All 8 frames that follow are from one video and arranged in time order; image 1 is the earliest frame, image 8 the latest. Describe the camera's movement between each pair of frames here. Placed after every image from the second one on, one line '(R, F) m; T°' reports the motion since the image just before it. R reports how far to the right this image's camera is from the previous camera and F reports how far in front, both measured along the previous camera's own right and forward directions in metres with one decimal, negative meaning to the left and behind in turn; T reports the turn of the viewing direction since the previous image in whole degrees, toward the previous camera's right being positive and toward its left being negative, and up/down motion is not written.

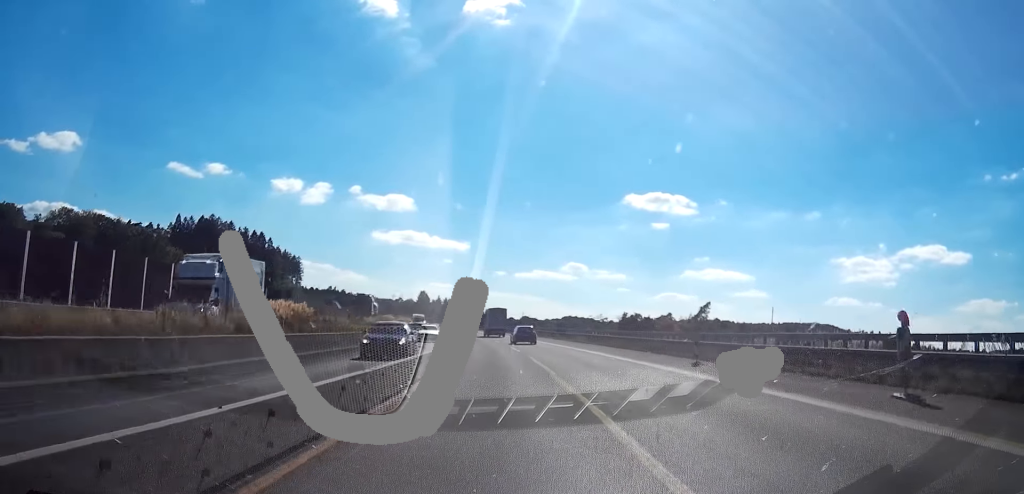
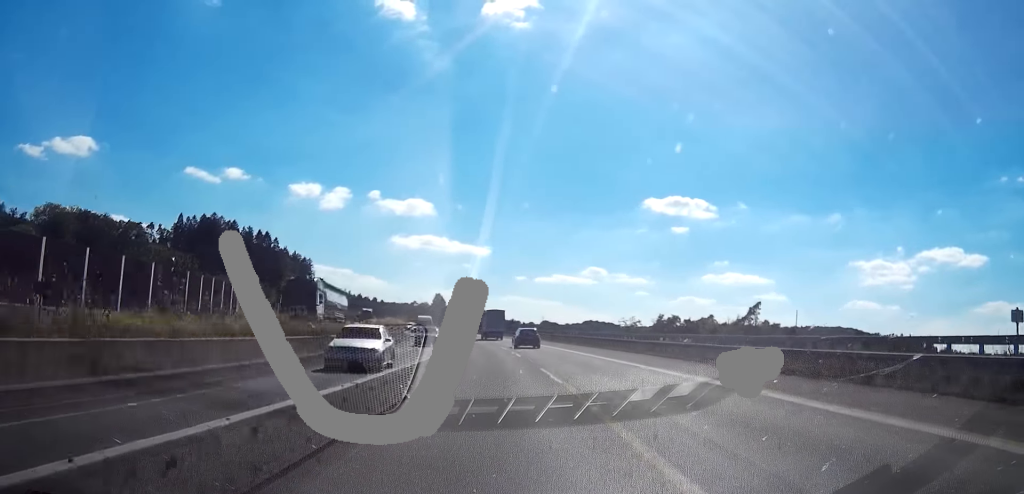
(-0.8, +22.6) m; -3°
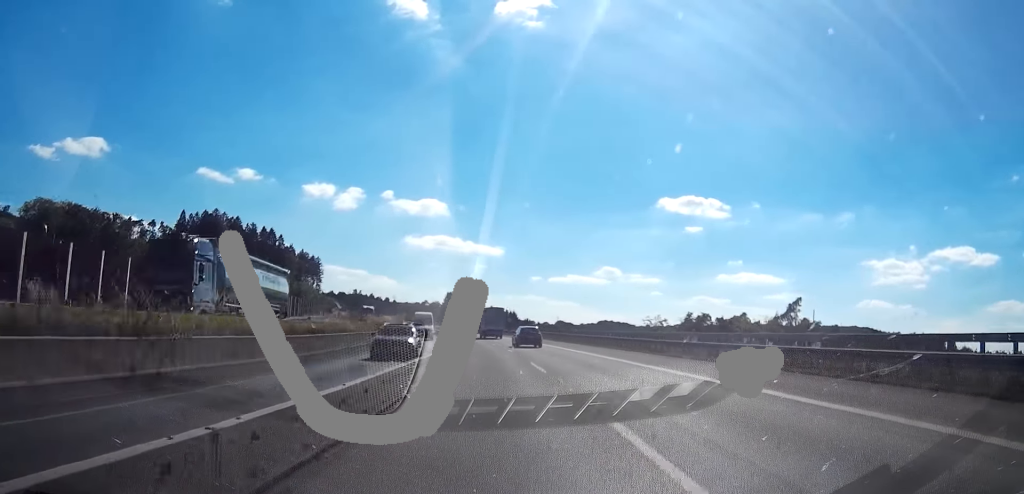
(+0.2, +14.8) m; -1°
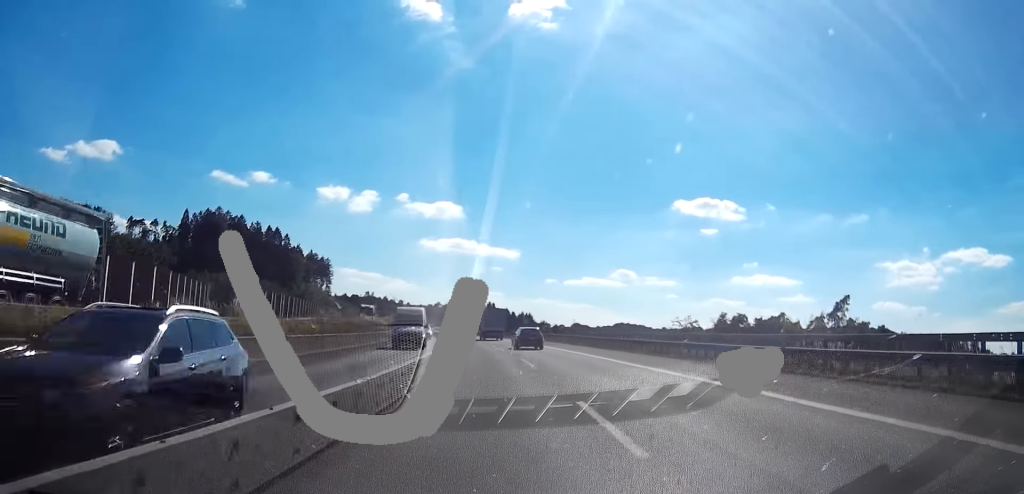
(-0.3, +14.7) m; -2°
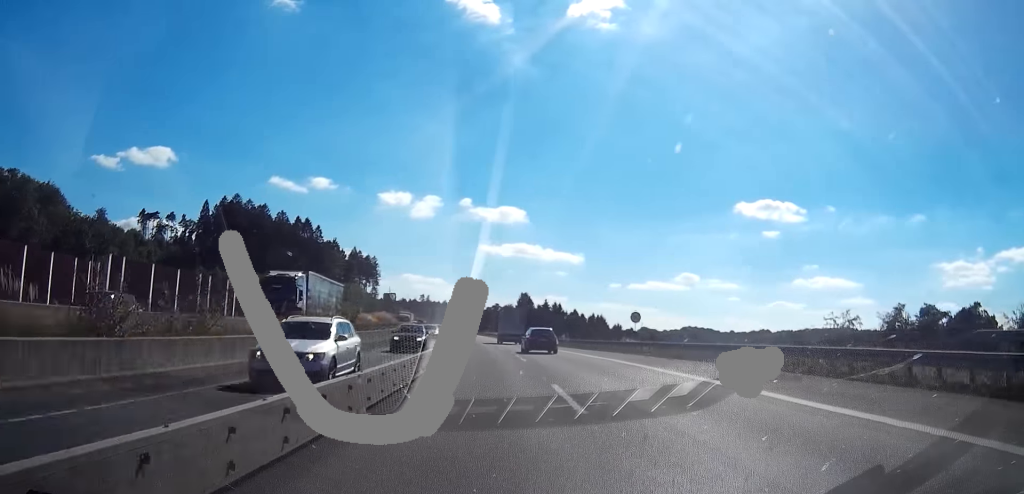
(-2.4, +50.2) m; -5°
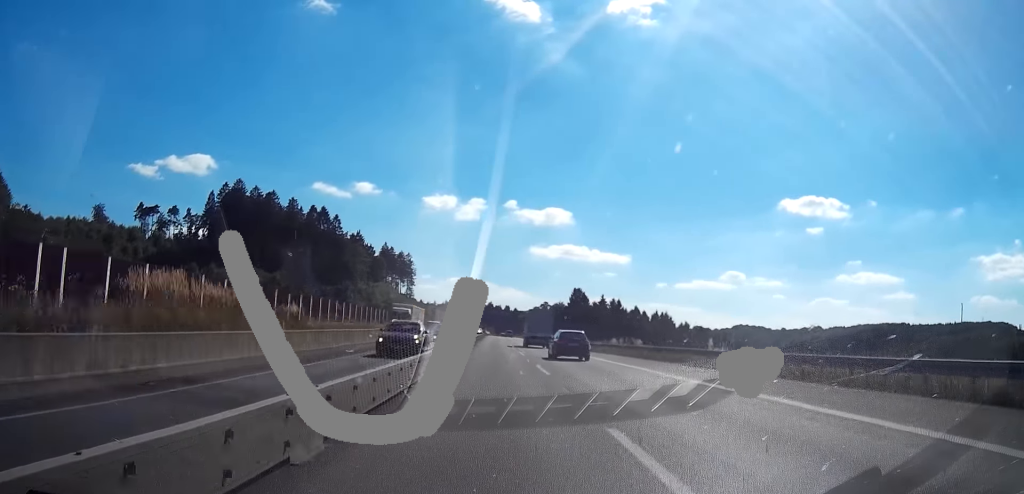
(-0.8, +44.4) m; -1°
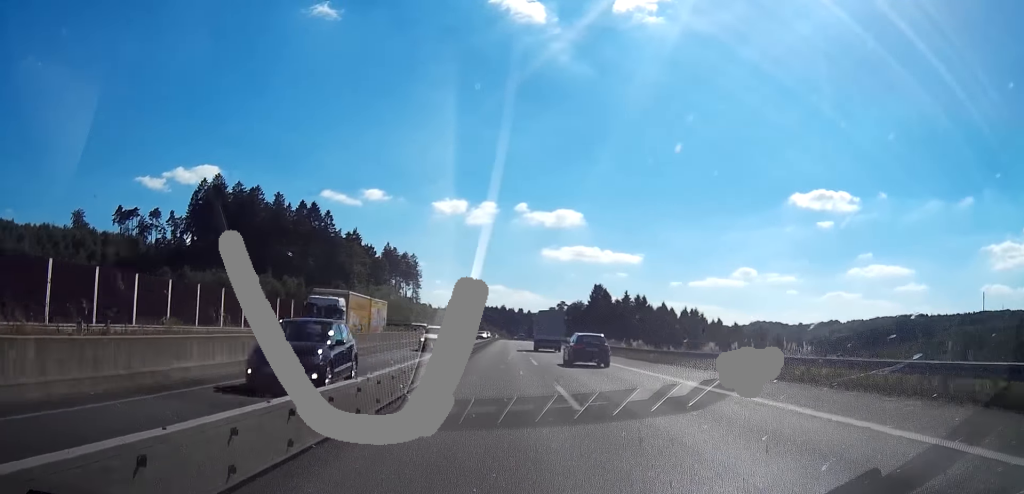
(-0.1, +27.7) m; 0°
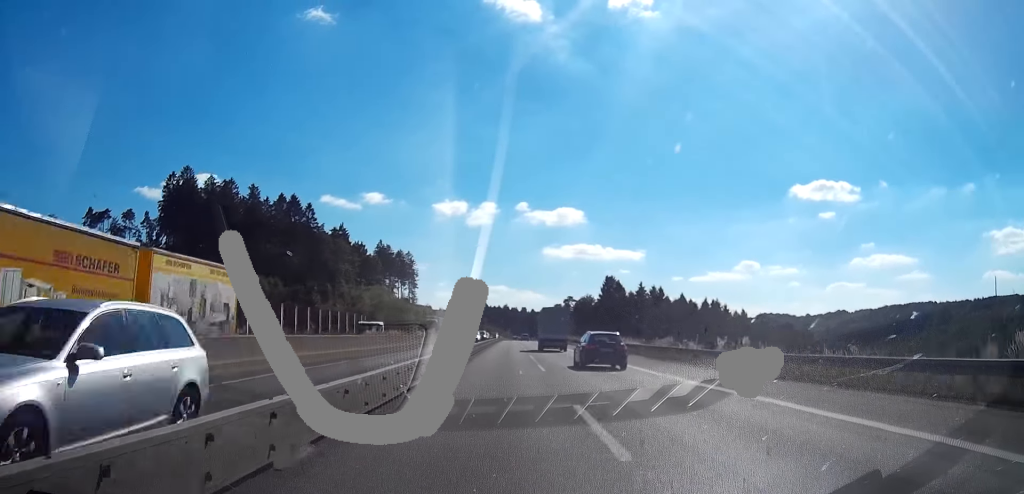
(-0.1, +23.9) m; 0°
